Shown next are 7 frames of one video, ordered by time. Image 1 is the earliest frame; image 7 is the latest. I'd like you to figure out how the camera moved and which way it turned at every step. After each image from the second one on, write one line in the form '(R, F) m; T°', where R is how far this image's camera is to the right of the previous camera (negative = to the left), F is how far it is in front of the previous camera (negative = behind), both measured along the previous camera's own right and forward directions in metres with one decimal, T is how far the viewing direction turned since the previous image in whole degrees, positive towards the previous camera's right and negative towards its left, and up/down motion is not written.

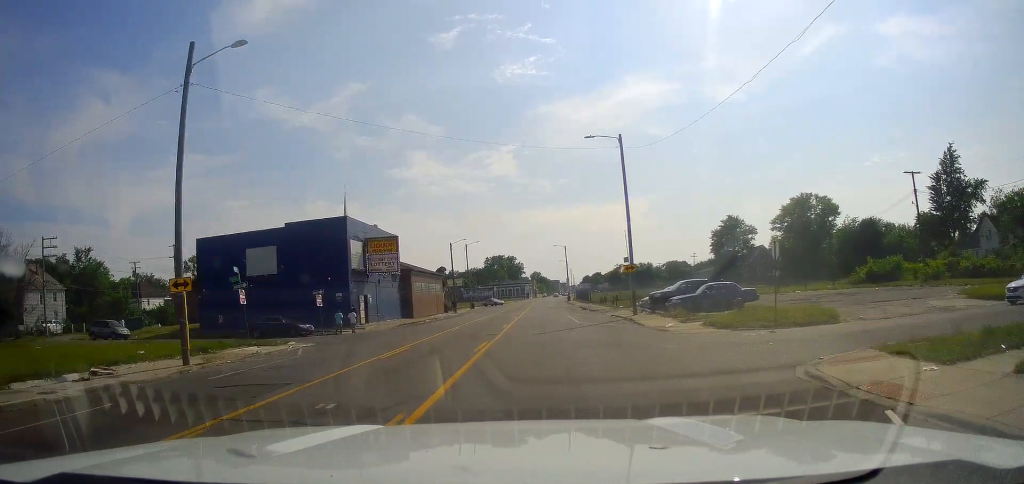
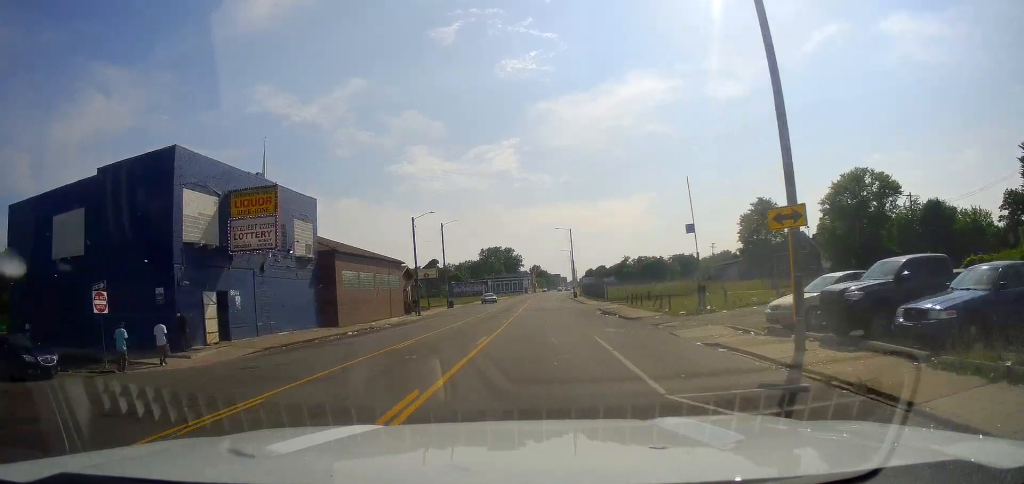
(-0.5, +22.8) m; -1°
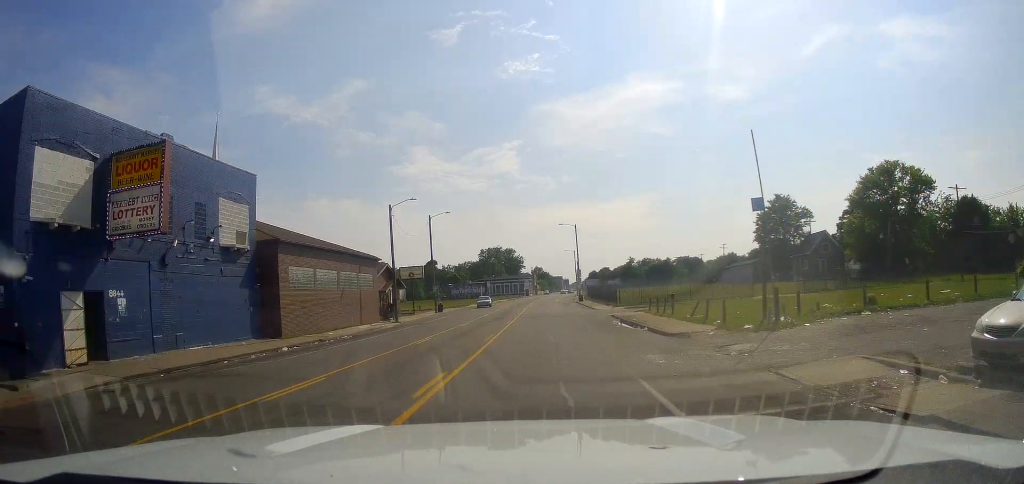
(-0.1, +9.2) m; +1°
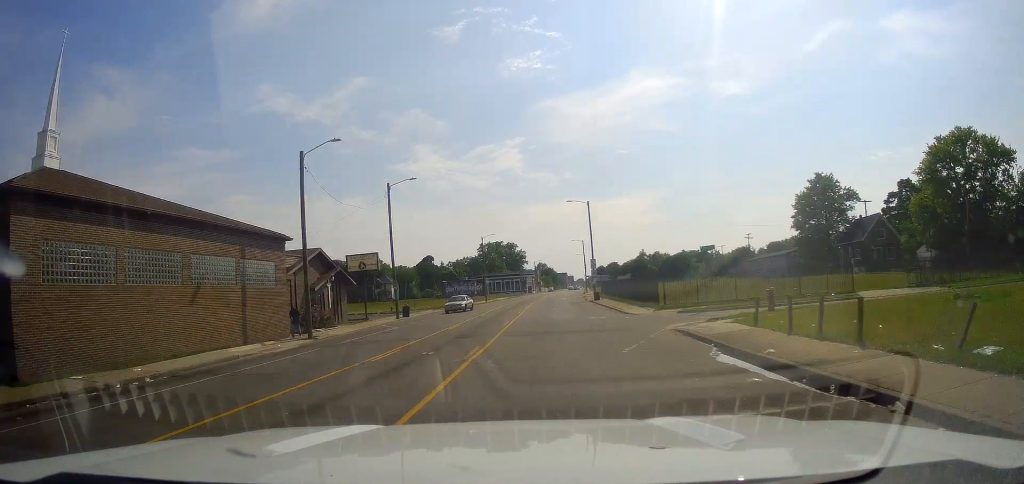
(+0.5, +18.6) m; +2°
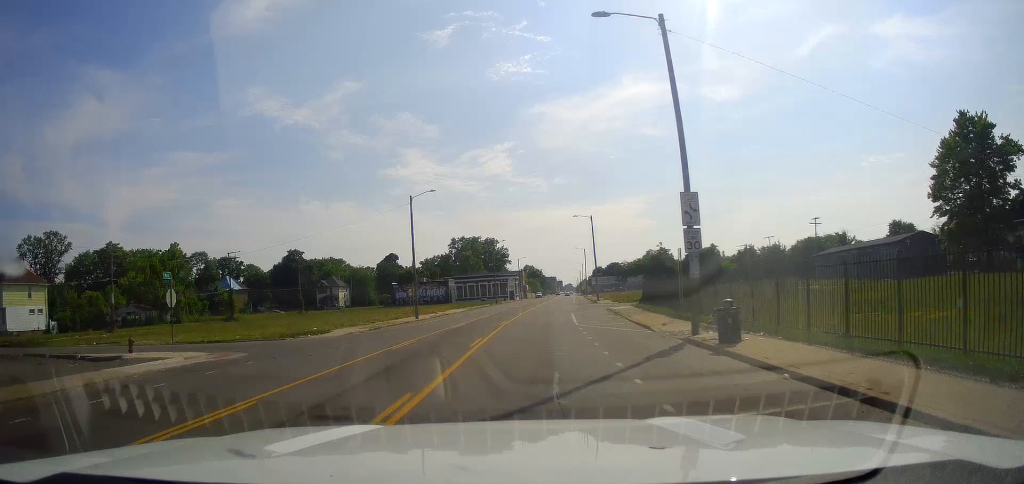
(-0.3, +45.5) m; -1°
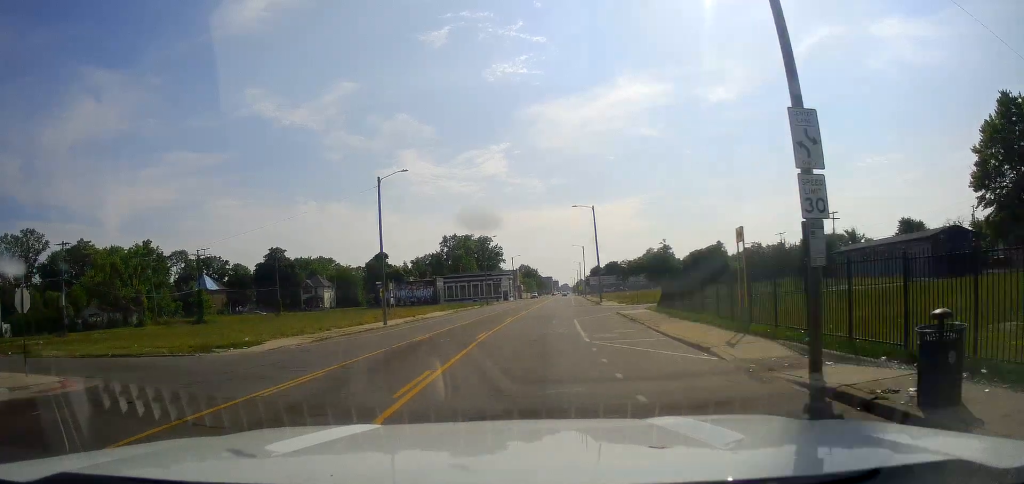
(0.0, +8.9) m; +1°
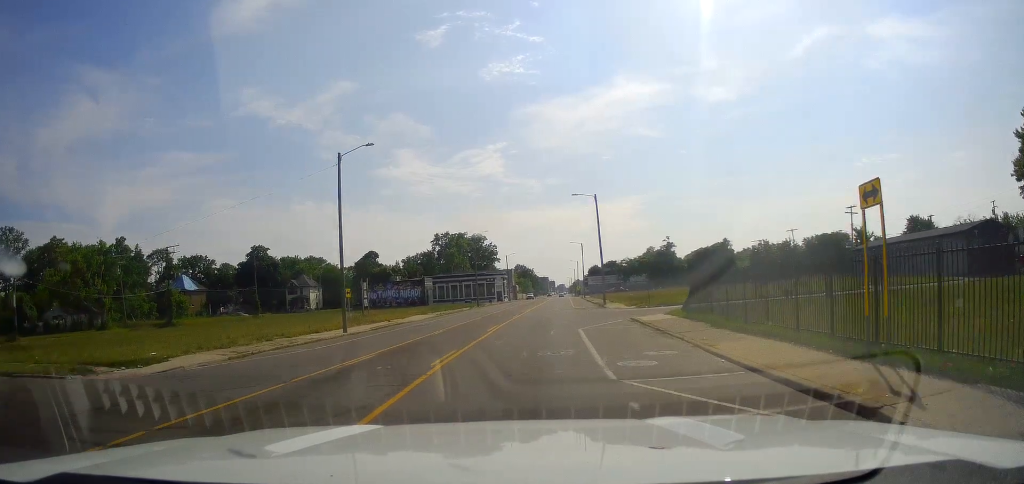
(0.0, +7.9) m; +1°
